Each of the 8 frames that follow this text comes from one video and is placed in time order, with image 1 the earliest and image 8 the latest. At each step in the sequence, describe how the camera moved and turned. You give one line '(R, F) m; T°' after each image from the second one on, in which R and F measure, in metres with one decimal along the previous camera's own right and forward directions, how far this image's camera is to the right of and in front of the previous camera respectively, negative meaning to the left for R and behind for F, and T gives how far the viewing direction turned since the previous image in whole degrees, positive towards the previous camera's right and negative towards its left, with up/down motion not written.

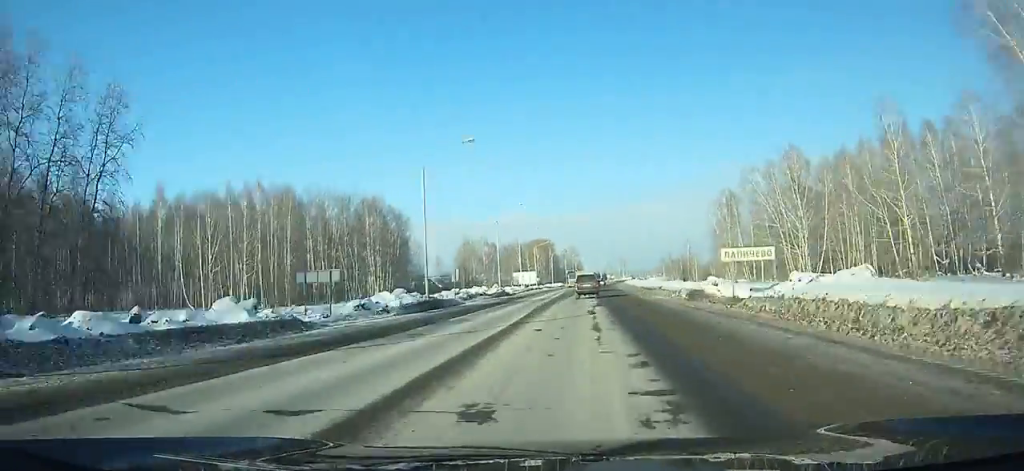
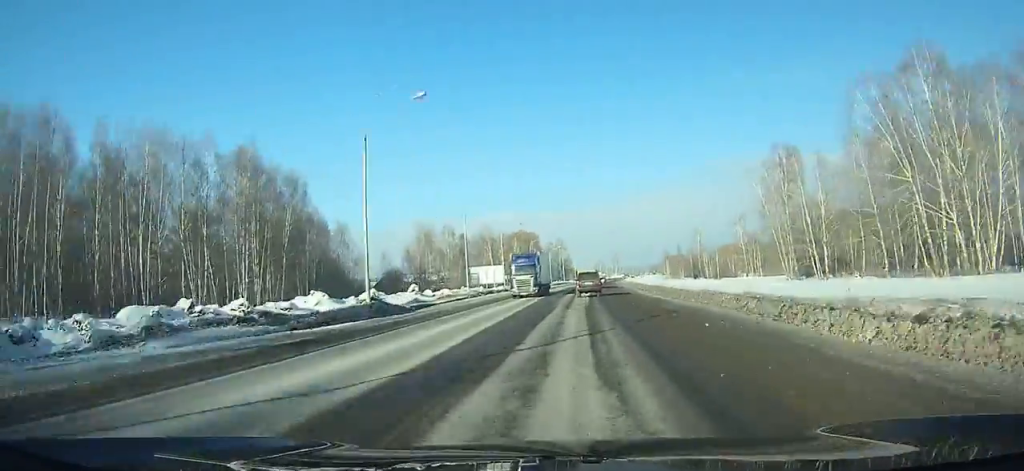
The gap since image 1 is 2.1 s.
(0.0, +44.3) m; +1°
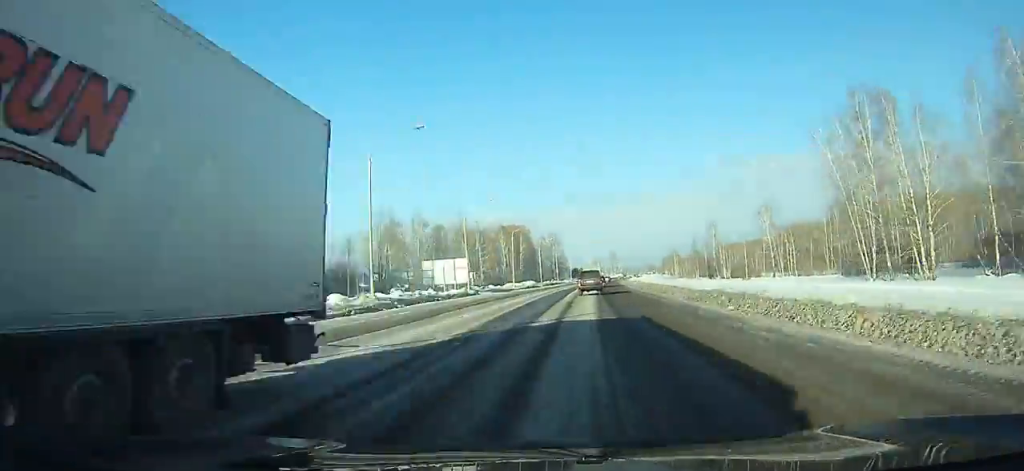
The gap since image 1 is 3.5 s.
(+0.2, +28.8) m; +1°
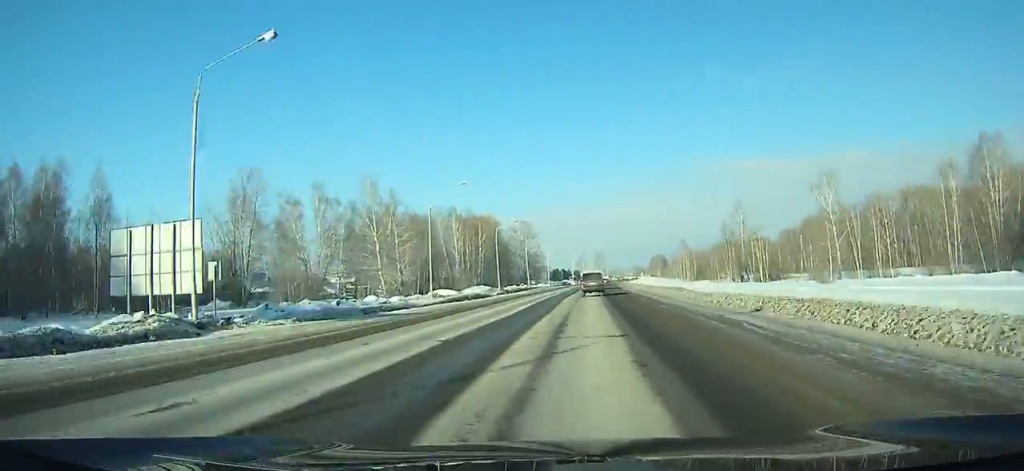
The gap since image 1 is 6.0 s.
(+0.6, +50.5) m; +2°
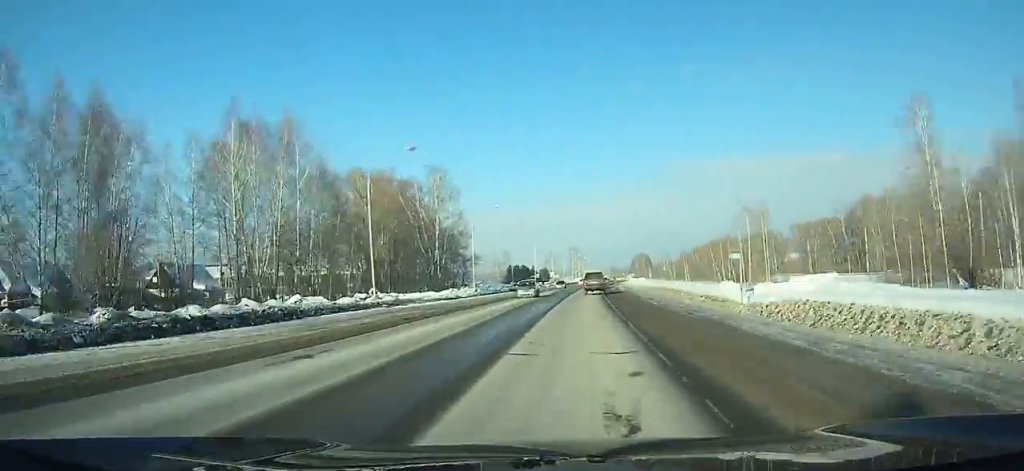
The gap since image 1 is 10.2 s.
(+2.1, +82.8) m; +4°
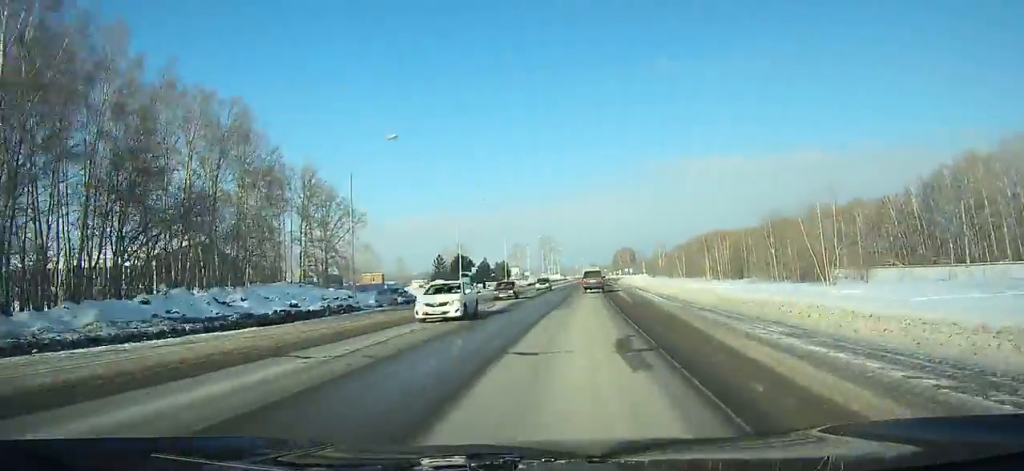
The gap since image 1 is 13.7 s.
(+1.6, +67.1) m; +2°
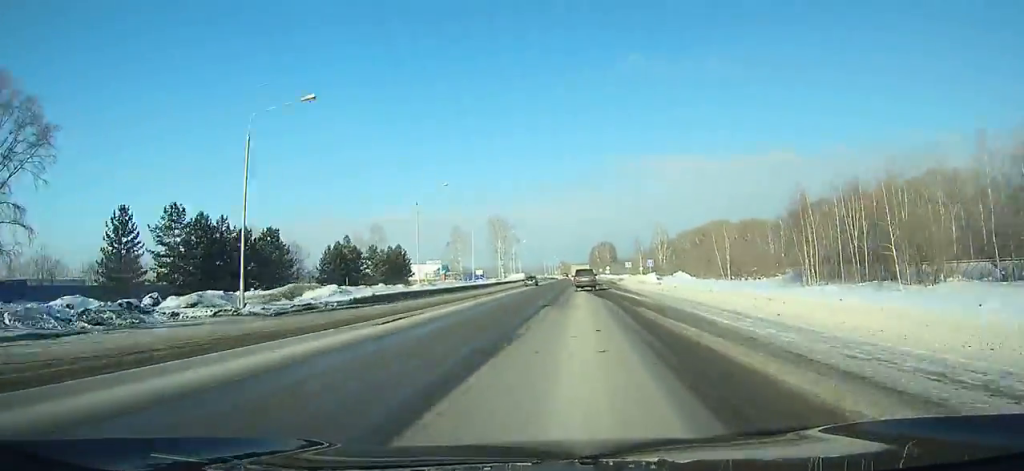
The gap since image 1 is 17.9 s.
(+1.4, +78.9) m; +2°
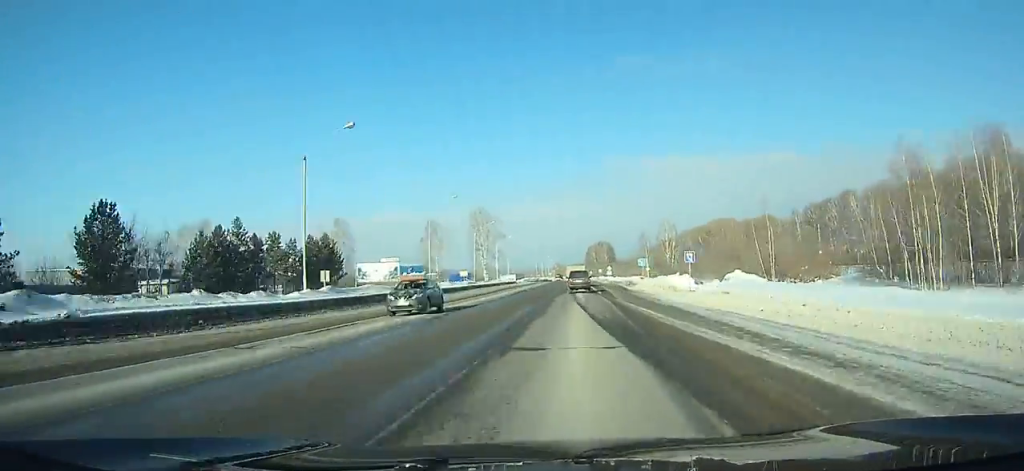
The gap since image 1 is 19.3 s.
(+0.1, +26.0) m; 0°
